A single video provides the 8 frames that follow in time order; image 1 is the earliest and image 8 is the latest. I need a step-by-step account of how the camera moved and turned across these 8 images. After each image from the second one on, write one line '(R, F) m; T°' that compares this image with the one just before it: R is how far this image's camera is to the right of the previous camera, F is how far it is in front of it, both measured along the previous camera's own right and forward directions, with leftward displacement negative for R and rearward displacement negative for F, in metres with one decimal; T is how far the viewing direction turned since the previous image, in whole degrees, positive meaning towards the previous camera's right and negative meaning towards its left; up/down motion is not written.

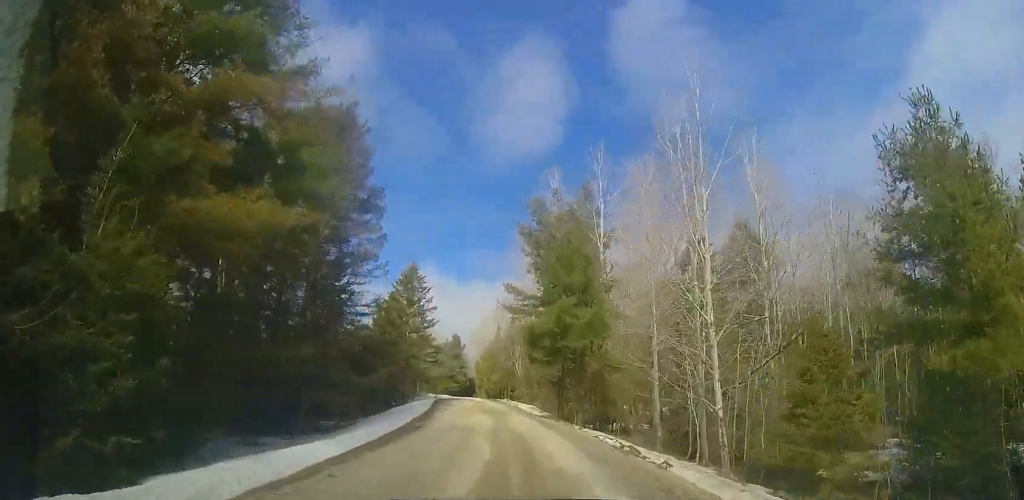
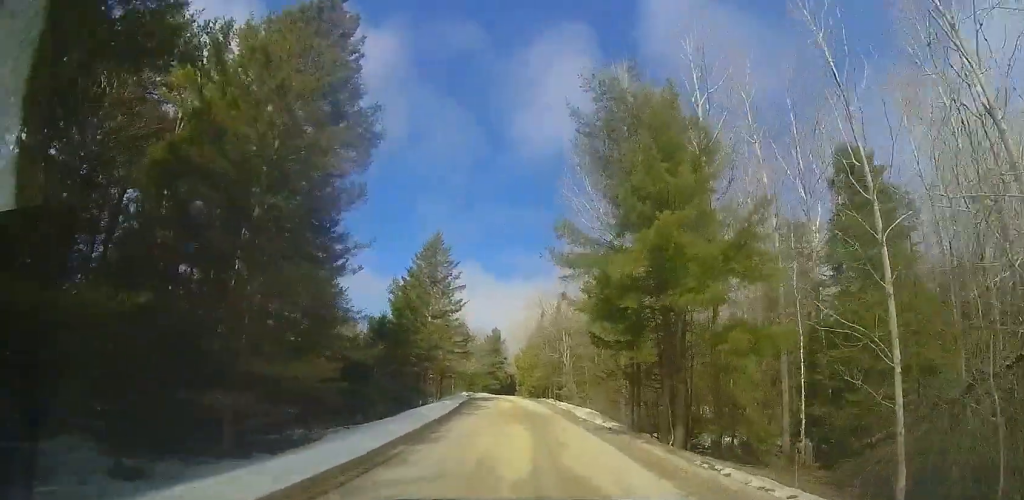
(0.0, +8.6) m; 0°
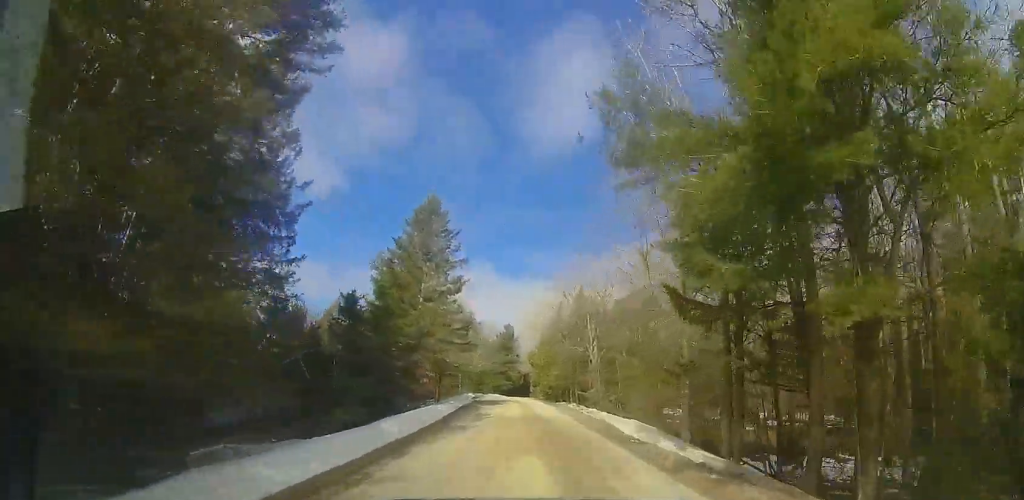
(0.0, +7.7) m; 0°
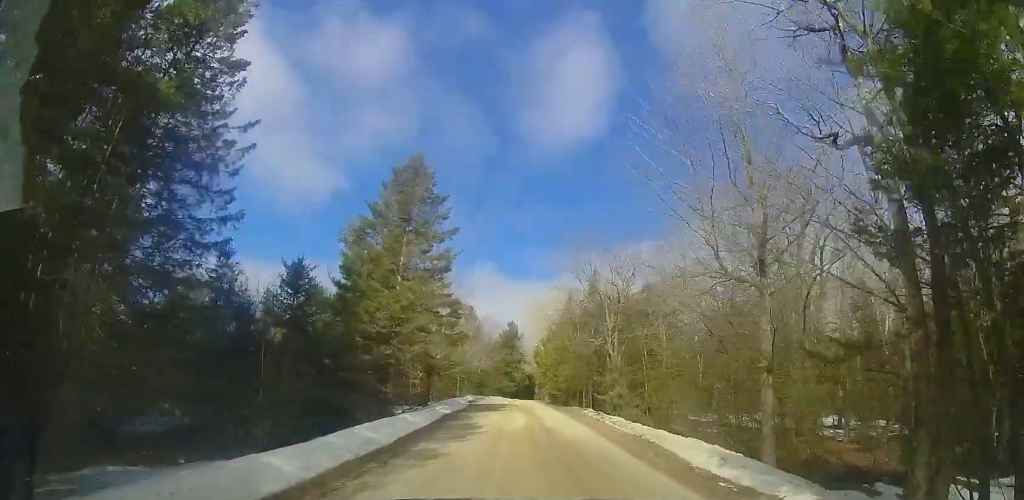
(0.0, +6.2) m; 0°
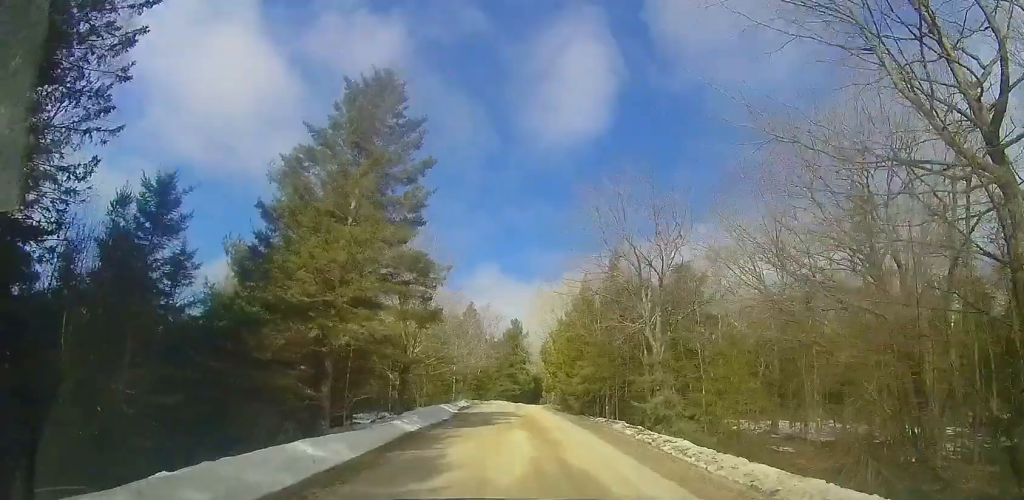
(0.0, +8.2) m; 0°
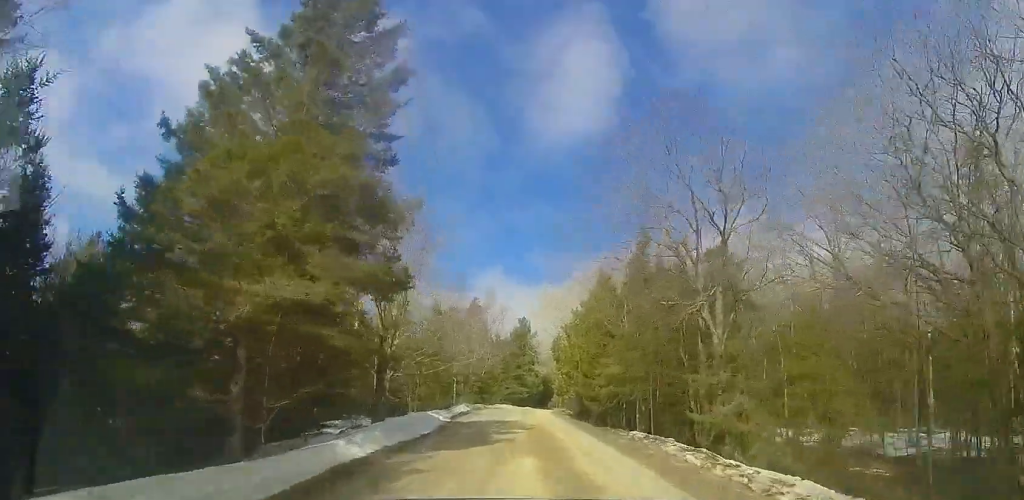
(0.0, +5.8) m; 0°
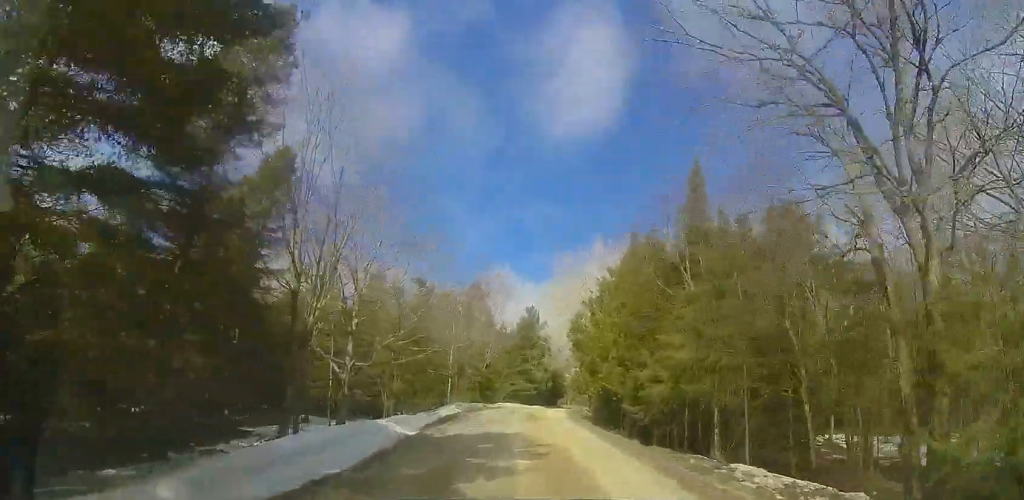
(0.0, +8.7) m; 0°
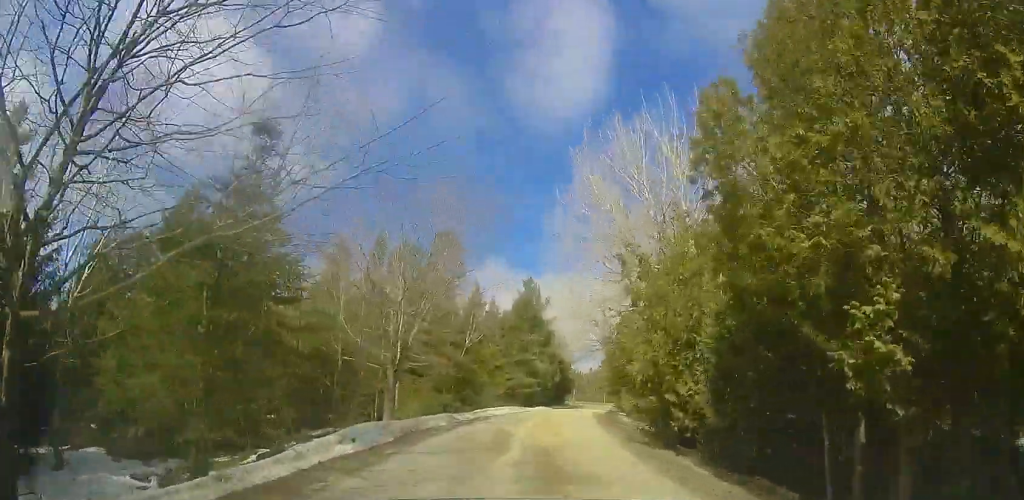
(-0.1, +18.4) m; -1°
